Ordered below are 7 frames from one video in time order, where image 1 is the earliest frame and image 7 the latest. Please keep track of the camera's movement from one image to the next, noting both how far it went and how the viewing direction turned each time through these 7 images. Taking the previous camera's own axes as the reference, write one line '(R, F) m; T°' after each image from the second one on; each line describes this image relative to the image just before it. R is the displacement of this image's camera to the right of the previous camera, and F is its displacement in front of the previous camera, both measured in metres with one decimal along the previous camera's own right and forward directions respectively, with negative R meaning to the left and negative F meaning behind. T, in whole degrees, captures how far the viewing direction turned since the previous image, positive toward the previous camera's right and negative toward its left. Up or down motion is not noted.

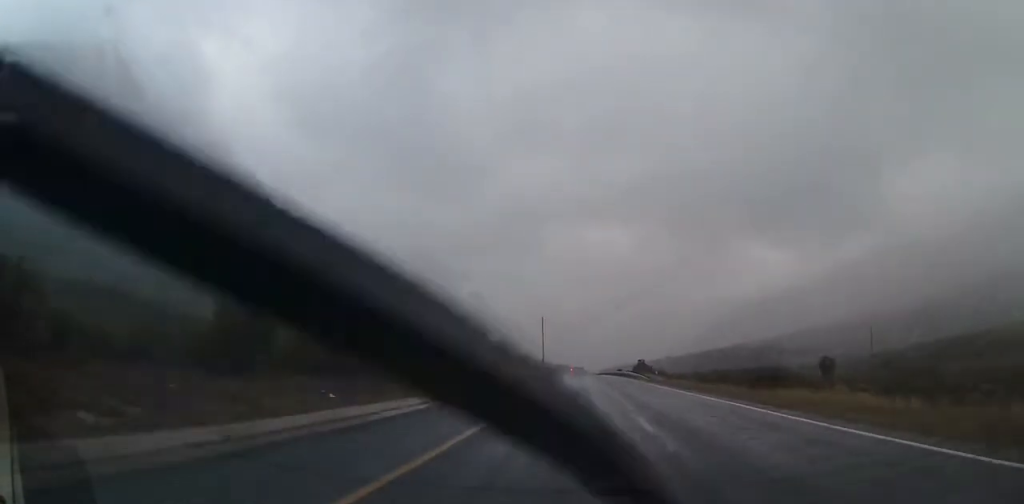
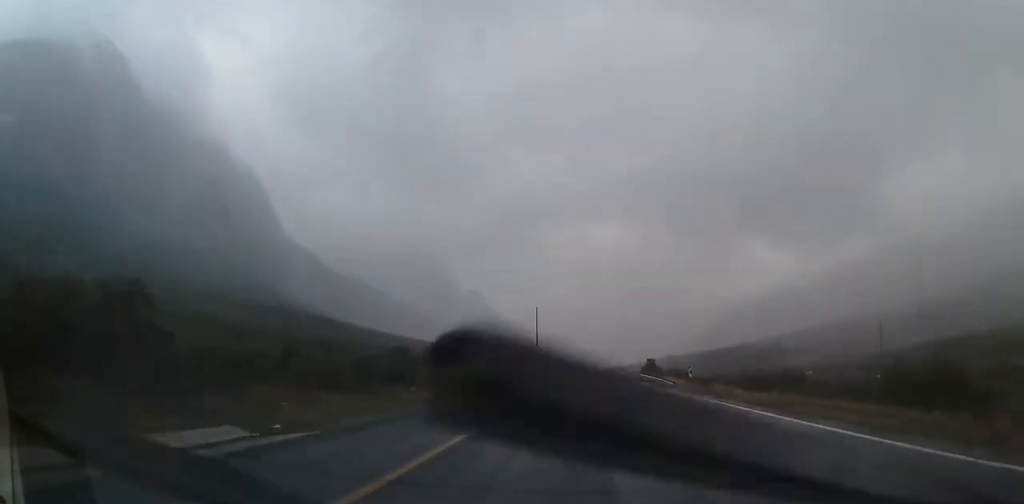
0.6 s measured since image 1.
(-0.1, +16.8) m; 0°
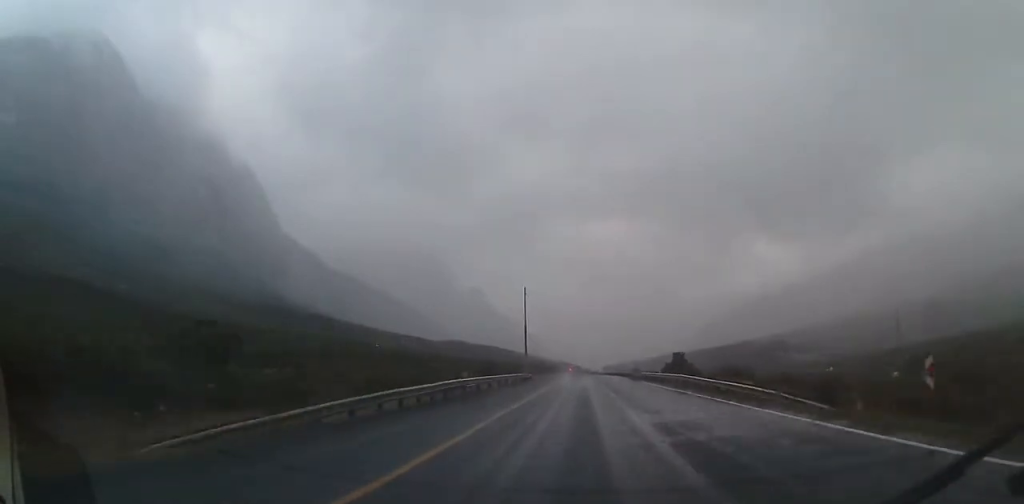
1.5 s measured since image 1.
(0.0, +27.0) m; 0°
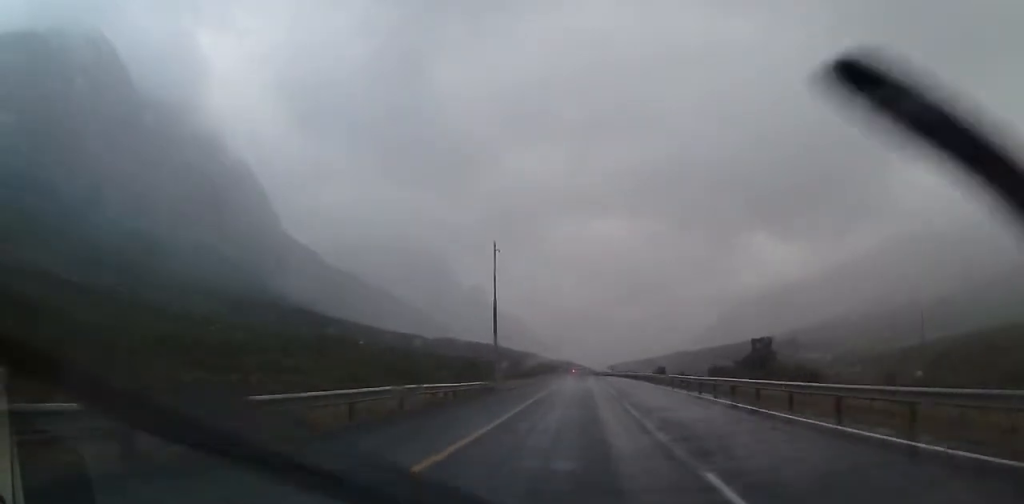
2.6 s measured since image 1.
(0.0, +33.4) m; 0°
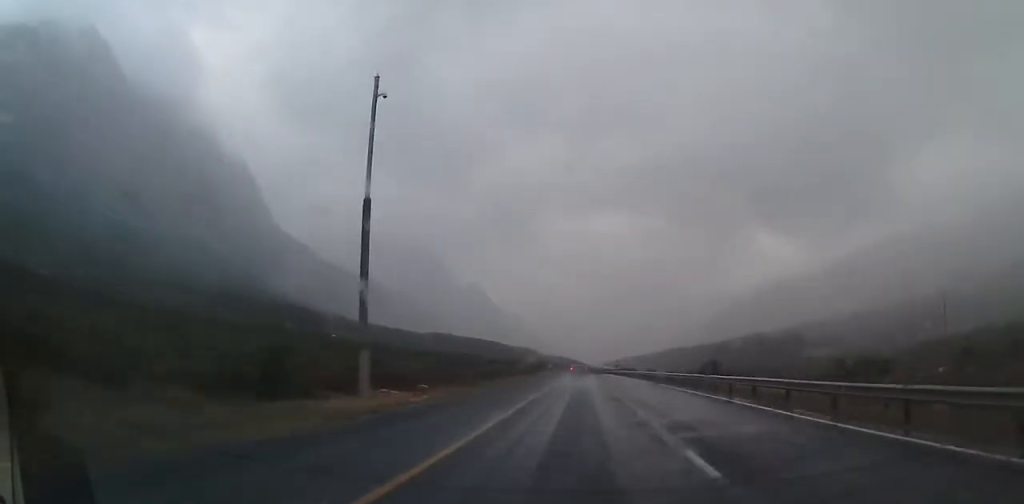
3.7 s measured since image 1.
(+0.3, +33.9) m; 0°
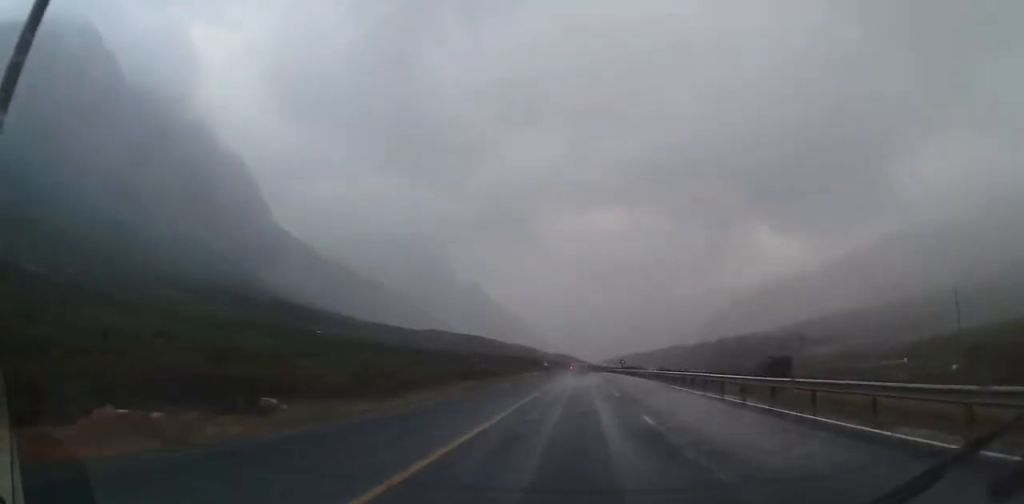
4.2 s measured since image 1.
(-0.1, +17.4) m; 0°
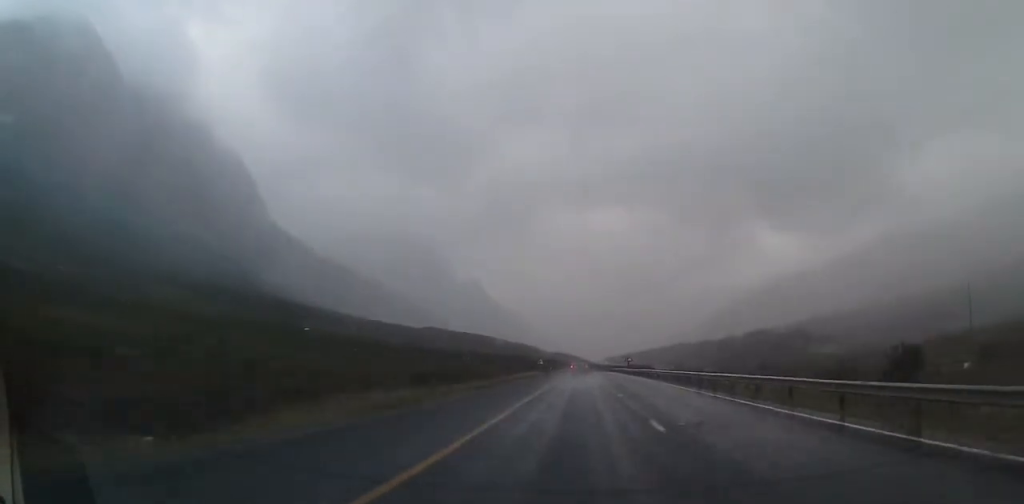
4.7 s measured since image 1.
(0.0, +13.3) m; 0°
